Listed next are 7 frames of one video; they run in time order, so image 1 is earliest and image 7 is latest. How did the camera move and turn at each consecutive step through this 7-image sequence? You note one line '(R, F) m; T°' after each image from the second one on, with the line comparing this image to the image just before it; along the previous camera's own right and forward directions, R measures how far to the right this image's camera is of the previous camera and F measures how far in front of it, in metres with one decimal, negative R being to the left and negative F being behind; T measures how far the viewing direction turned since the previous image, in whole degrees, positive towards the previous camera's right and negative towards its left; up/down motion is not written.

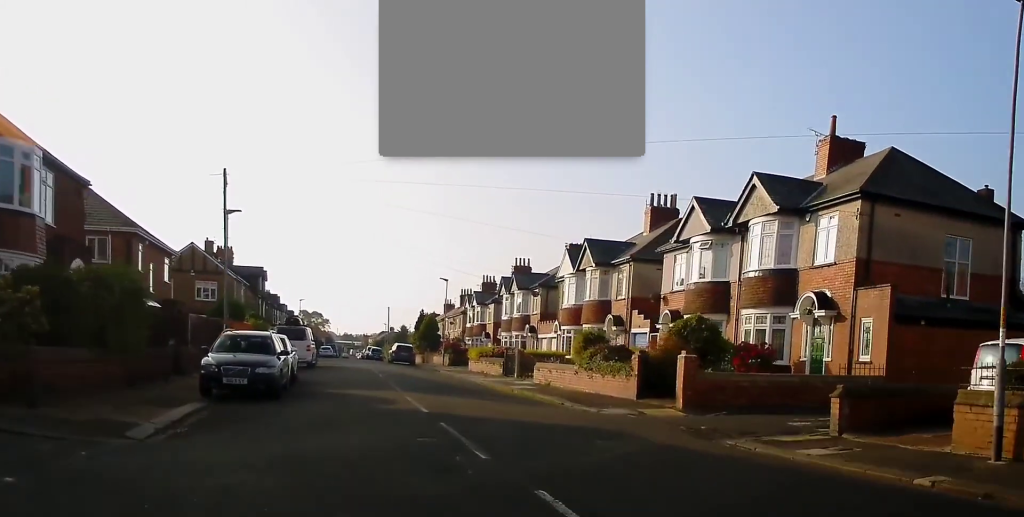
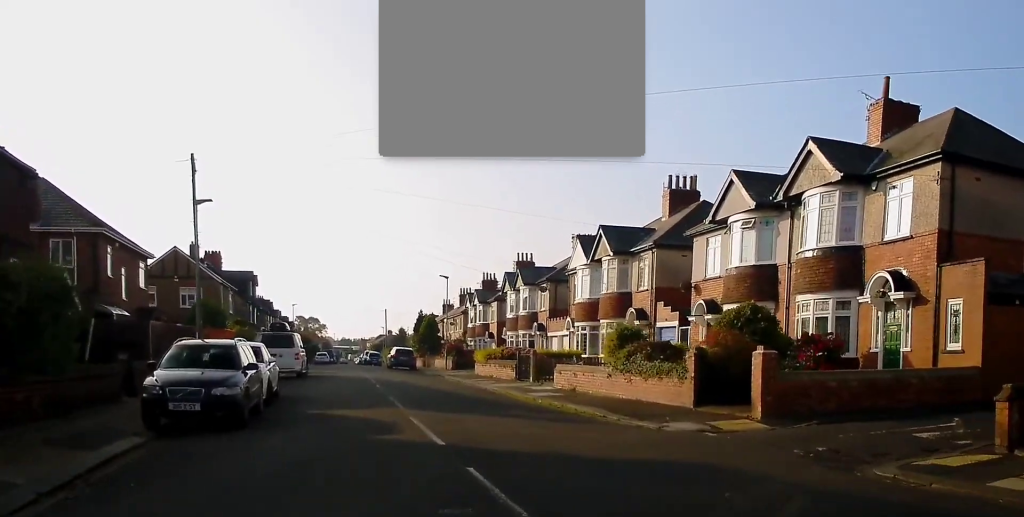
(+0.1, +4.0) m; +1°
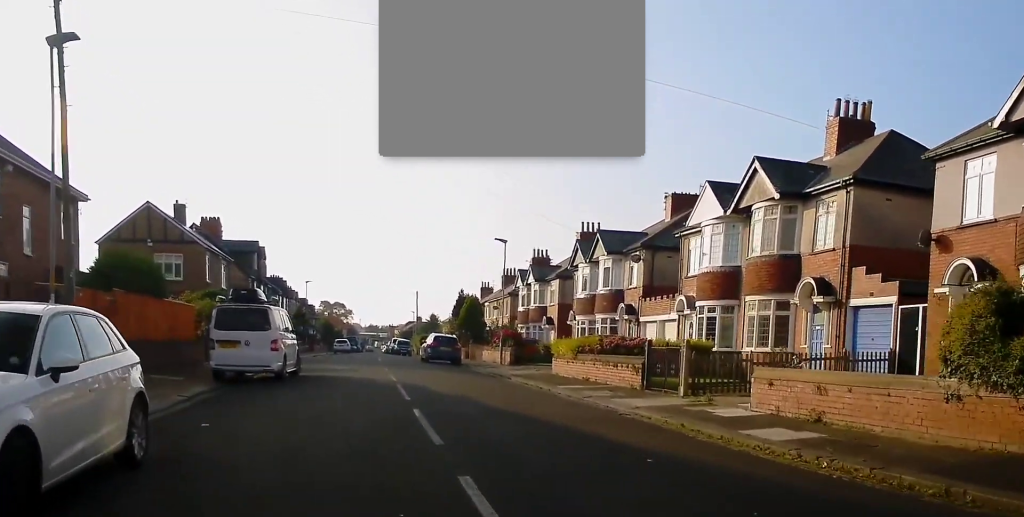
(-0.3, +13.6) m; -1°
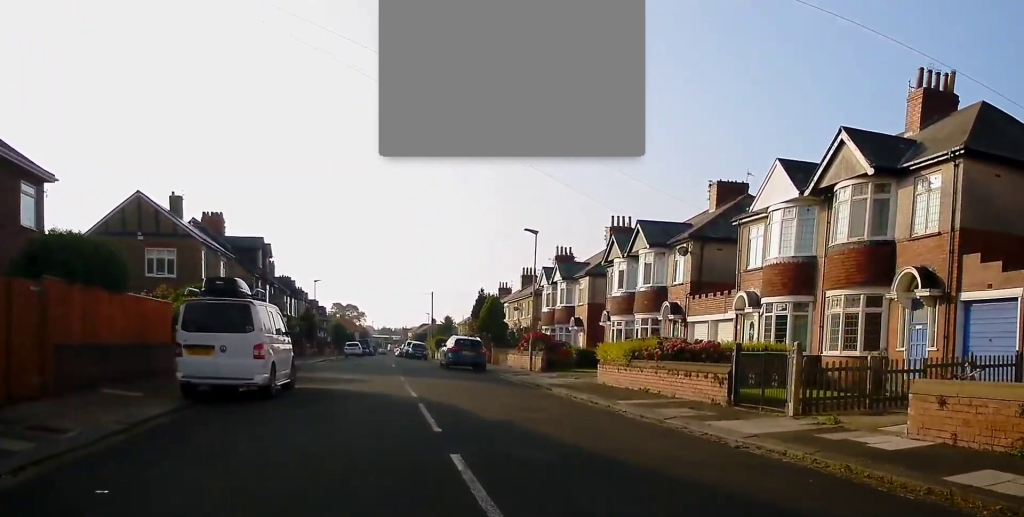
(+0.1, +4.7) m; 0°
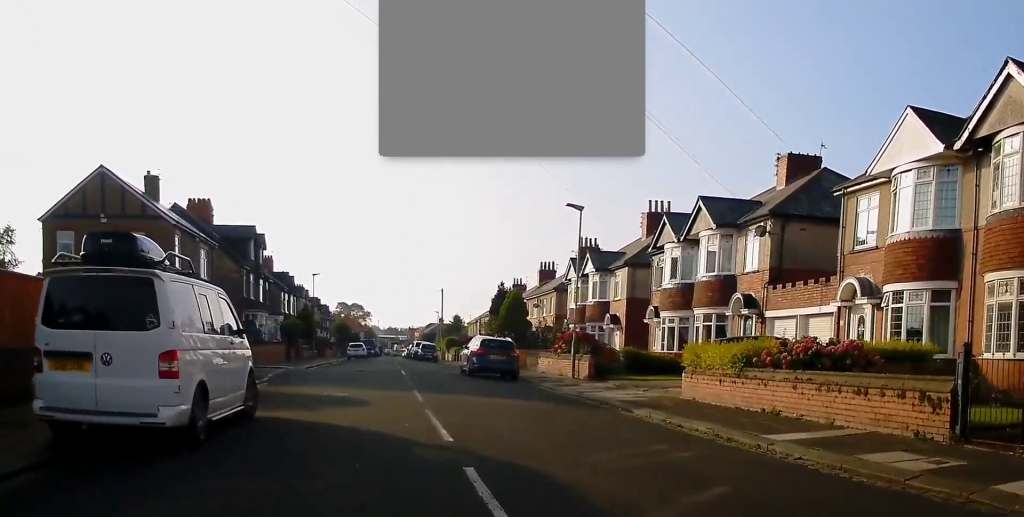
(-0.1, +7.0) m; 0°
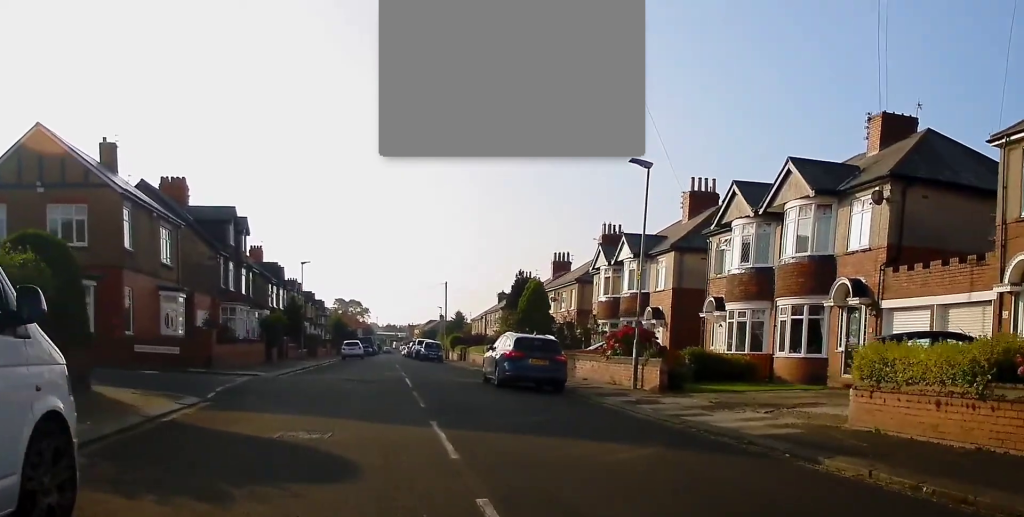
(+0.1, +7.4) m; -2°
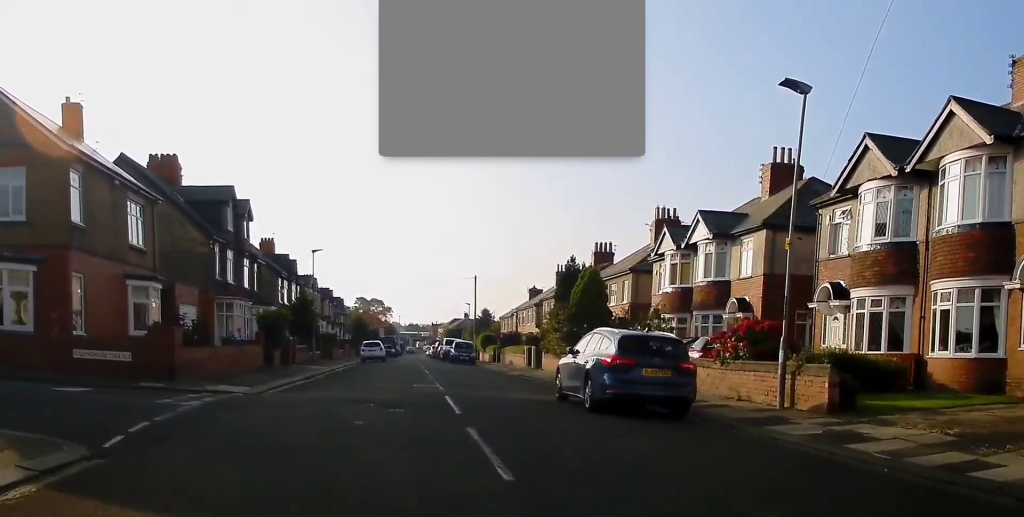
(-0.3, +7.2) m; -3°
